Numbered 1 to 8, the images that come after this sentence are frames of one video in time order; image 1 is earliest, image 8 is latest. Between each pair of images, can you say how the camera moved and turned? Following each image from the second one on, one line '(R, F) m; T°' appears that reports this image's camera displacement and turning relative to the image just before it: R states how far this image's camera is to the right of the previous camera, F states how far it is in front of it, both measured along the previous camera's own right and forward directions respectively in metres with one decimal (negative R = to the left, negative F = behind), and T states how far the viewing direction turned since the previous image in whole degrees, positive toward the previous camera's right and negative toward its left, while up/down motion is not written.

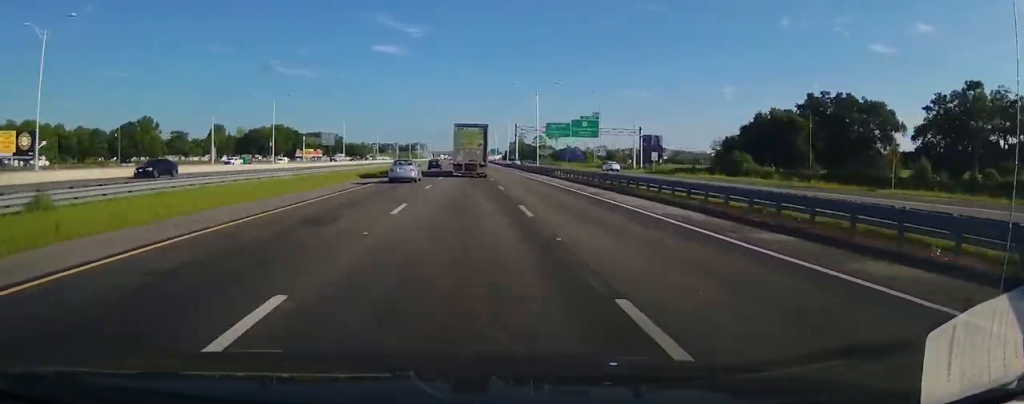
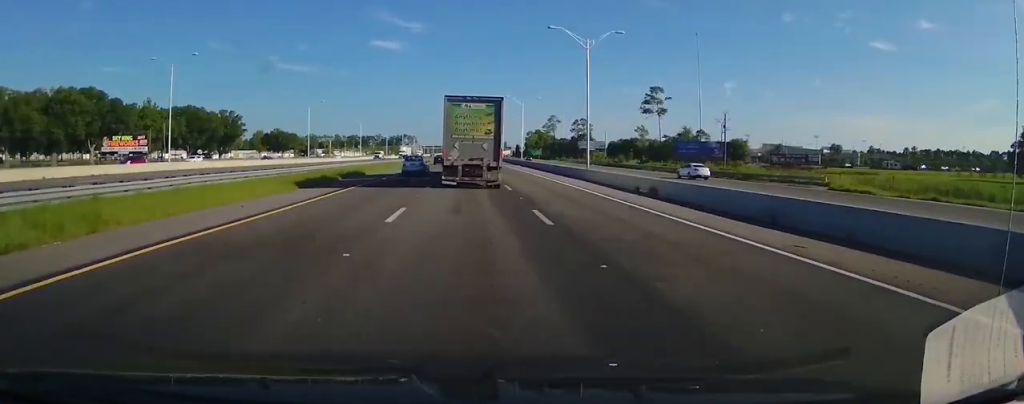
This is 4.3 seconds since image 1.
(-1.1, +146.4) m; -1°
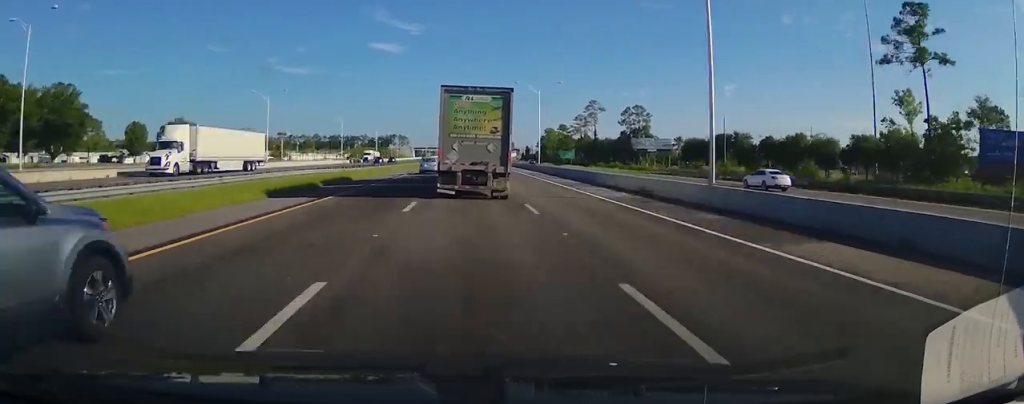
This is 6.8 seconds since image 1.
(-0.9, +85.8) m; 0°
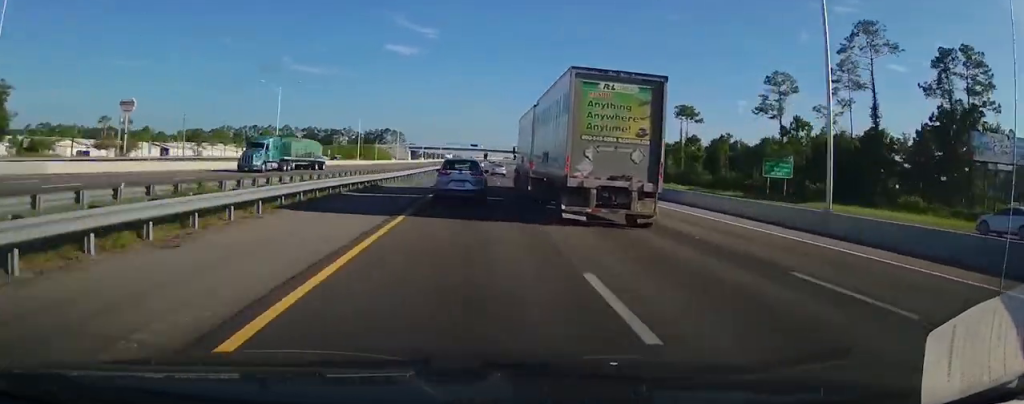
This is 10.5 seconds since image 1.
(+1.2, +127.9) m; +1°
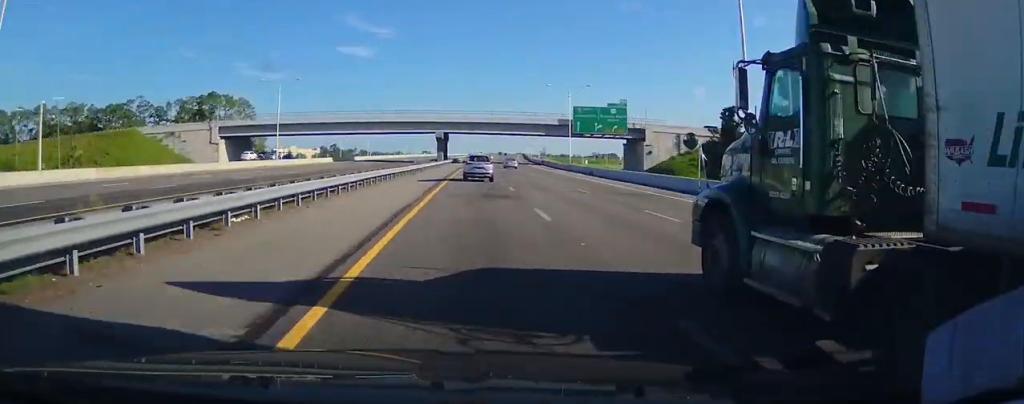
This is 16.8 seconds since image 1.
(+7.5, +220.4) m; +4°
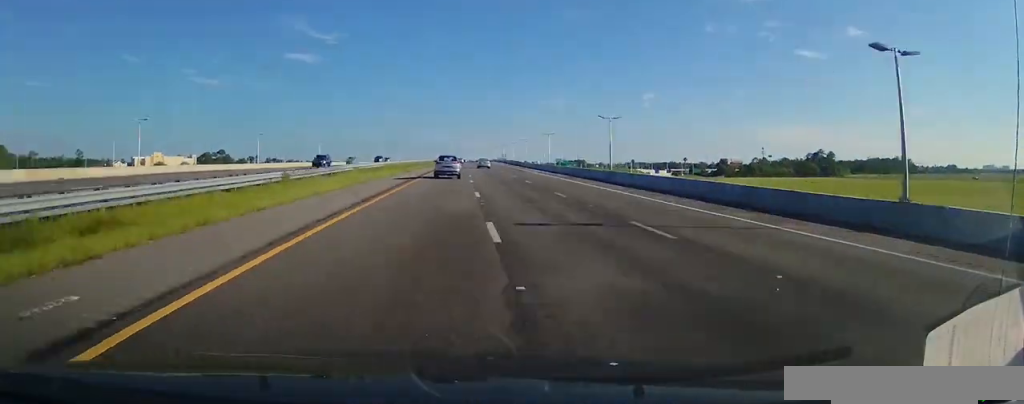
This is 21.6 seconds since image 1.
(+6.6, +171.0) m; +3°
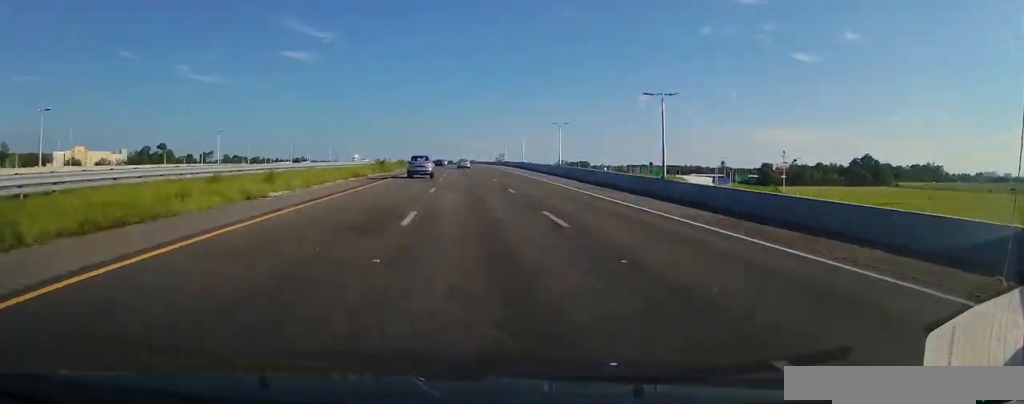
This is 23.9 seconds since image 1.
(+1.7, +81.0) m; 0°
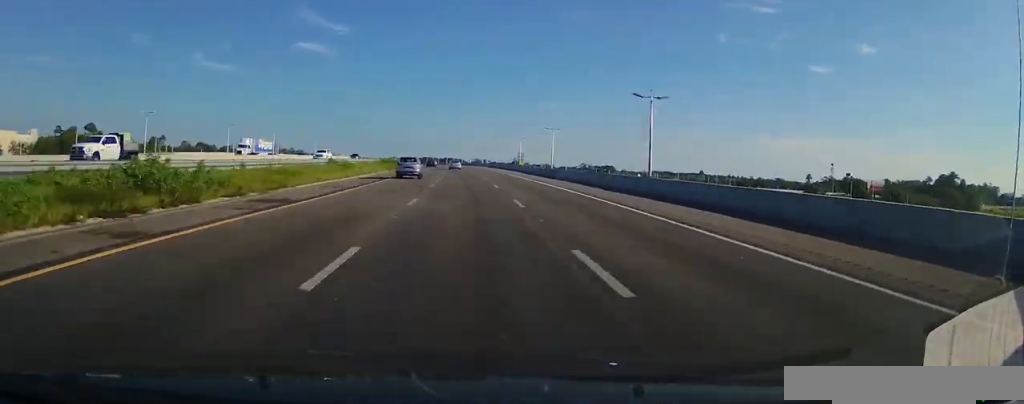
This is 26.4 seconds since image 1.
(-1.6, +90.1) m; -2°
